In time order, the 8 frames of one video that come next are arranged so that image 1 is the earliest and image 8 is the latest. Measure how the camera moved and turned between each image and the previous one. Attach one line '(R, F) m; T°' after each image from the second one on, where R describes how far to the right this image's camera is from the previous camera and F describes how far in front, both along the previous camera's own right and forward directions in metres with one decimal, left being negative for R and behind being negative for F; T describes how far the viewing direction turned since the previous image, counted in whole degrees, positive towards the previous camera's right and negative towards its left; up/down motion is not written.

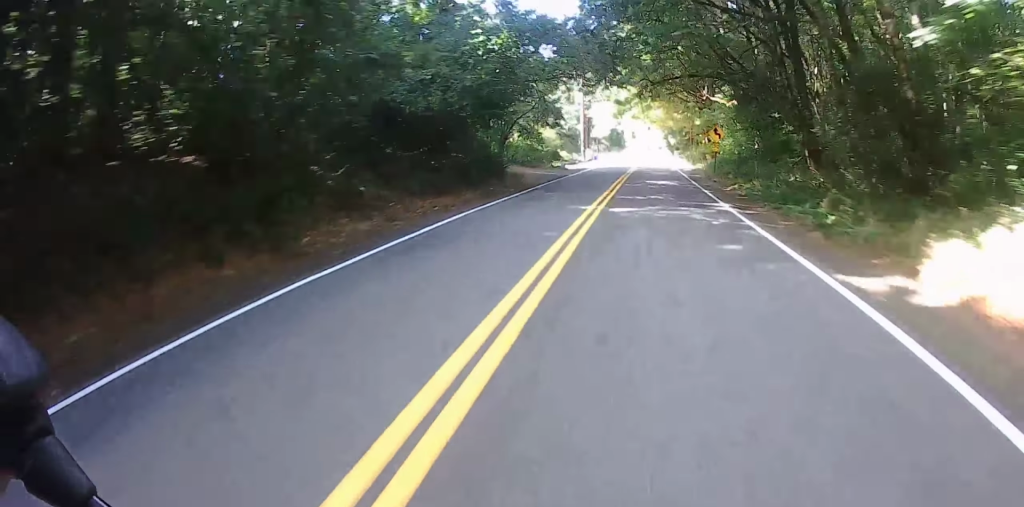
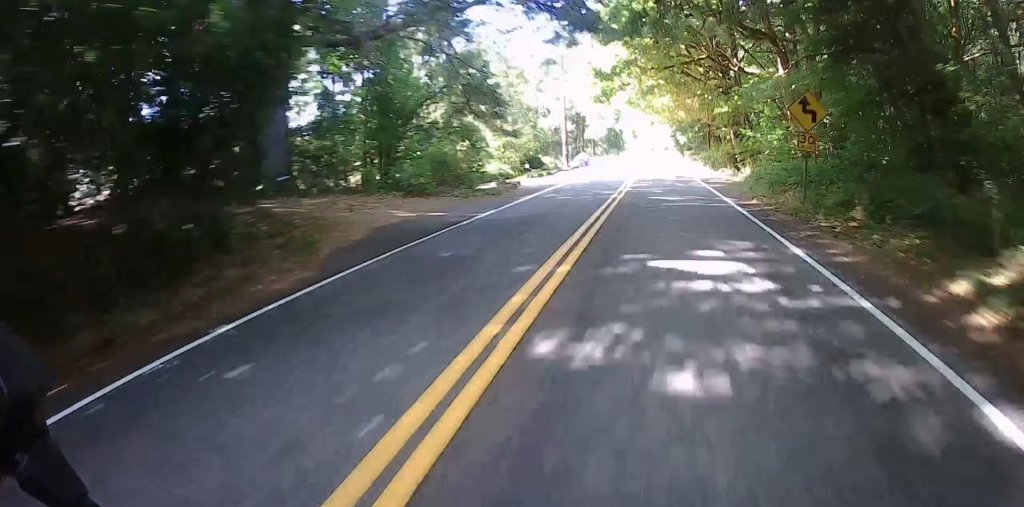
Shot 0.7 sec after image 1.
(-0.5, +18.6) m; -7°
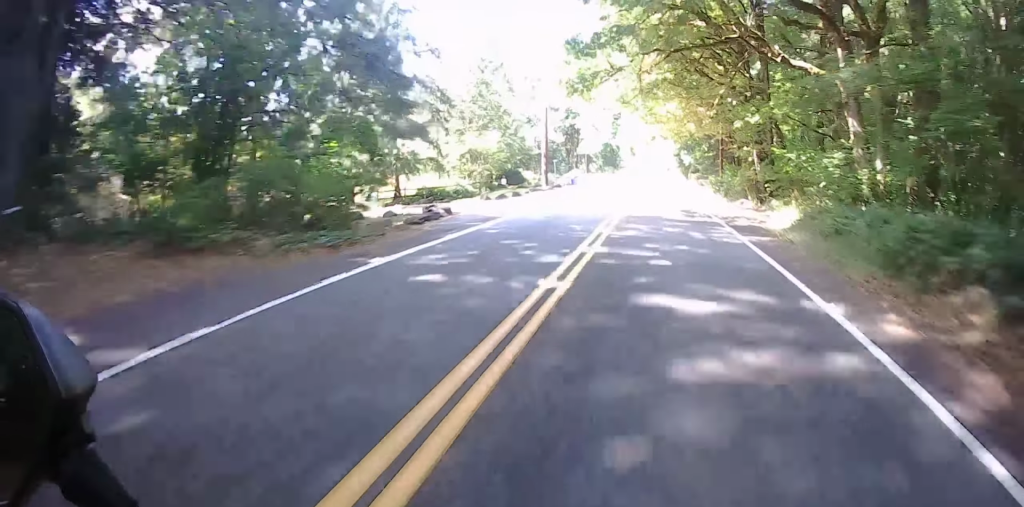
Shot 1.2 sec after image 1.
(-0.9, +11.0) m; -3°
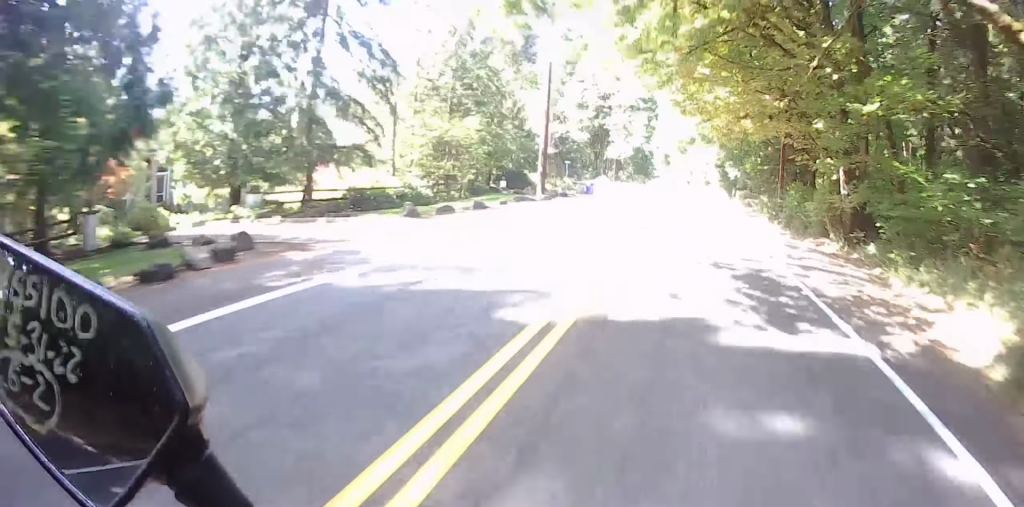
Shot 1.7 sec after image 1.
(-0.8, +12.7) m; -3°
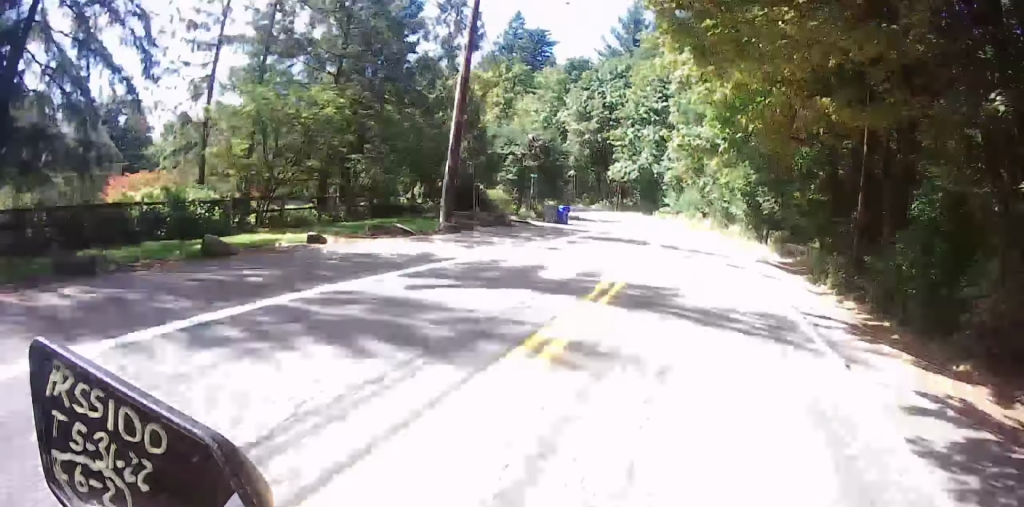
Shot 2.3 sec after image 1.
(-0.3, +15.3) m; -8°
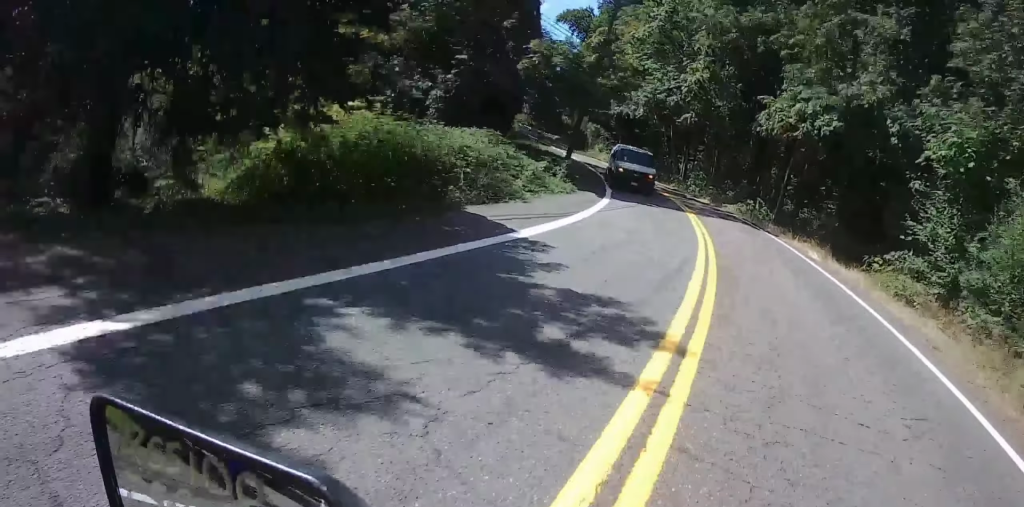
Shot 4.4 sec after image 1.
(-14.8, +52.0) m; -23°
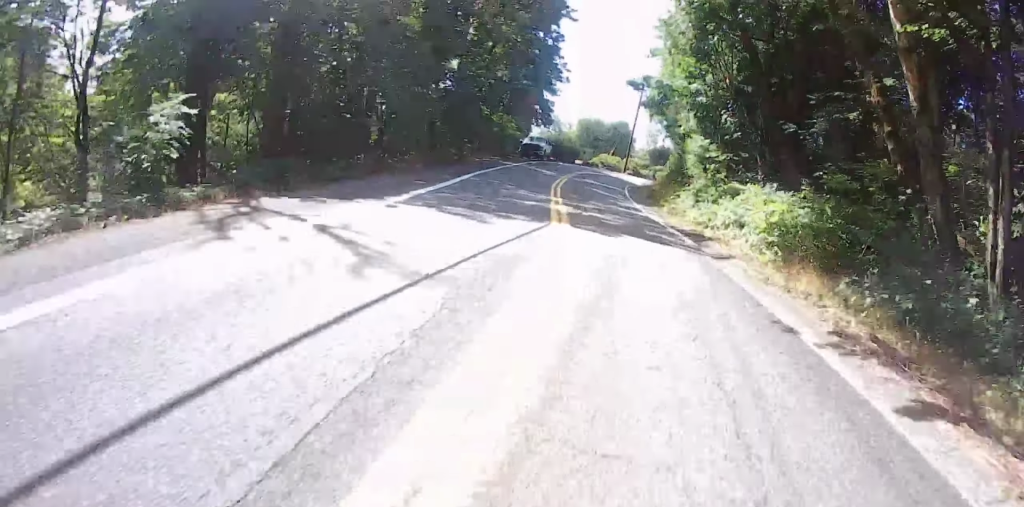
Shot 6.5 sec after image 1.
(0.0, +51.5) m; 0°
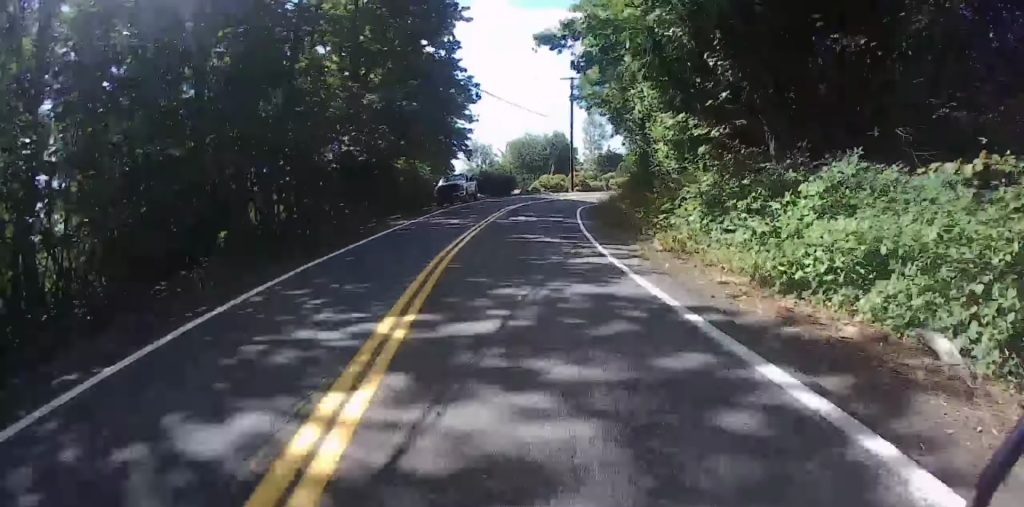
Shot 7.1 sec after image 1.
(0.0, +13.5) m; -1°
